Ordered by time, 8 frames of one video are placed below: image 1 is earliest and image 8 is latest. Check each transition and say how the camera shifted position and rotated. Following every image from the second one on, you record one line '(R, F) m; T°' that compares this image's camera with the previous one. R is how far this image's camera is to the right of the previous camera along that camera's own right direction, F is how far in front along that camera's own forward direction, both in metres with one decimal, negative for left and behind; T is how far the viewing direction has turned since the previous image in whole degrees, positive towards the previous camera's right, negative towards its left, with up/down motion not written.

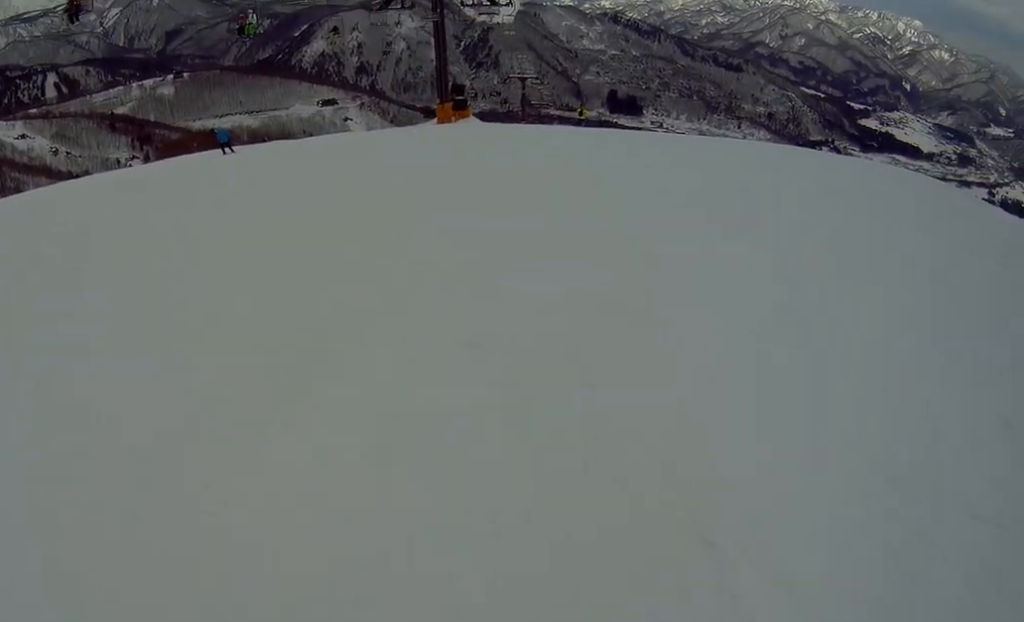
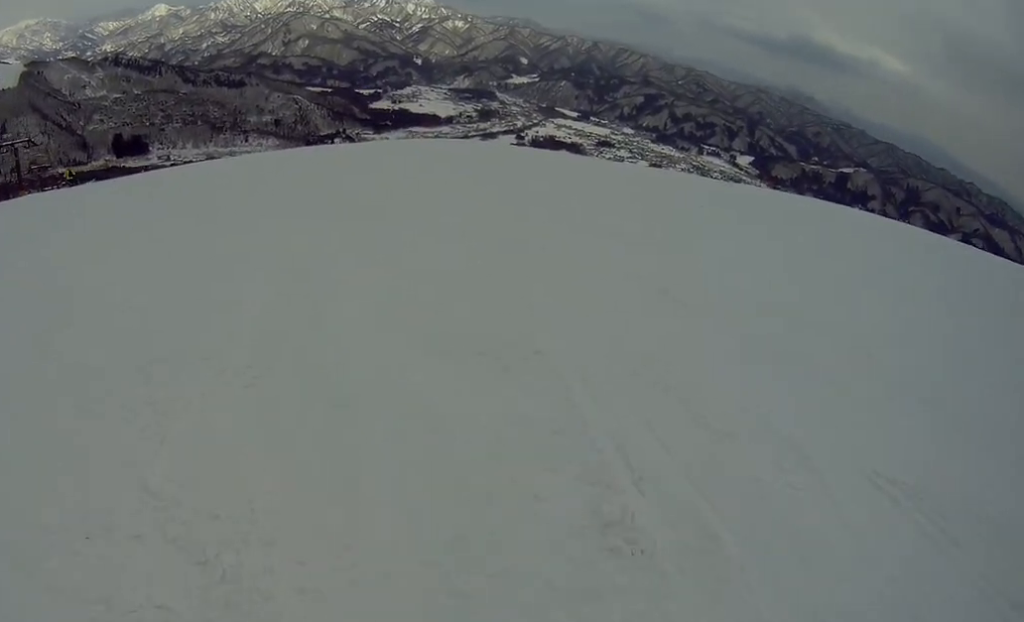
(+2.5, +9.1) m; +3°
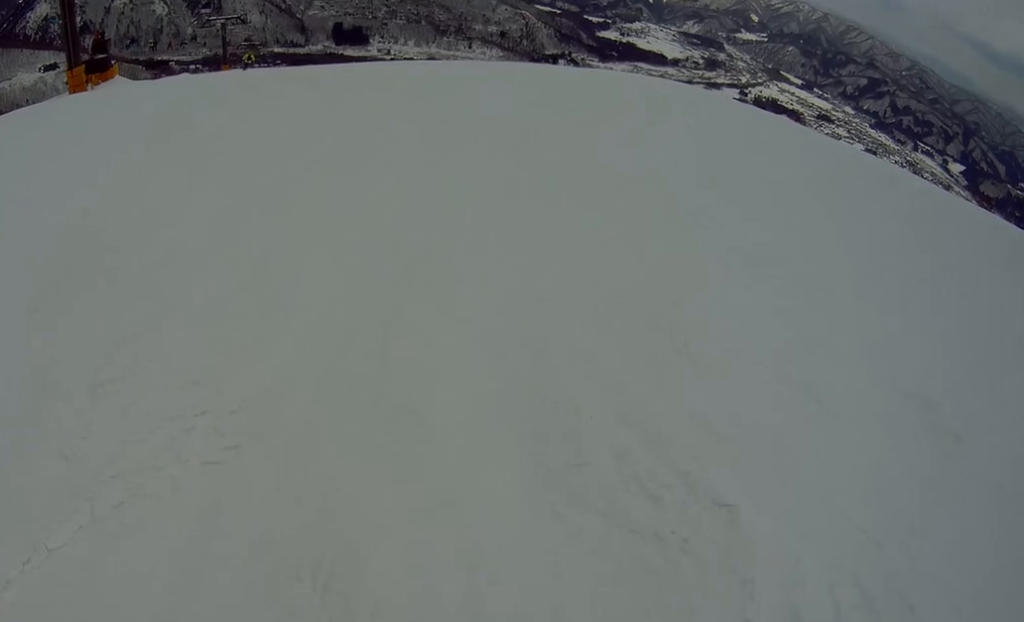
(-0.1, +2.3) m; +1°
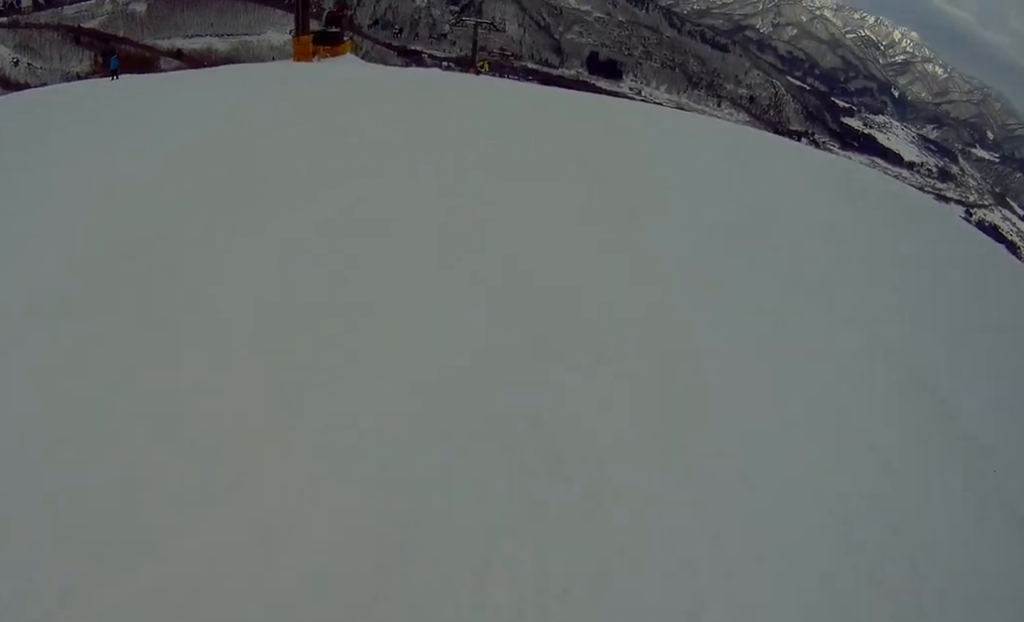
(-0.2, +2.3) m; +3°
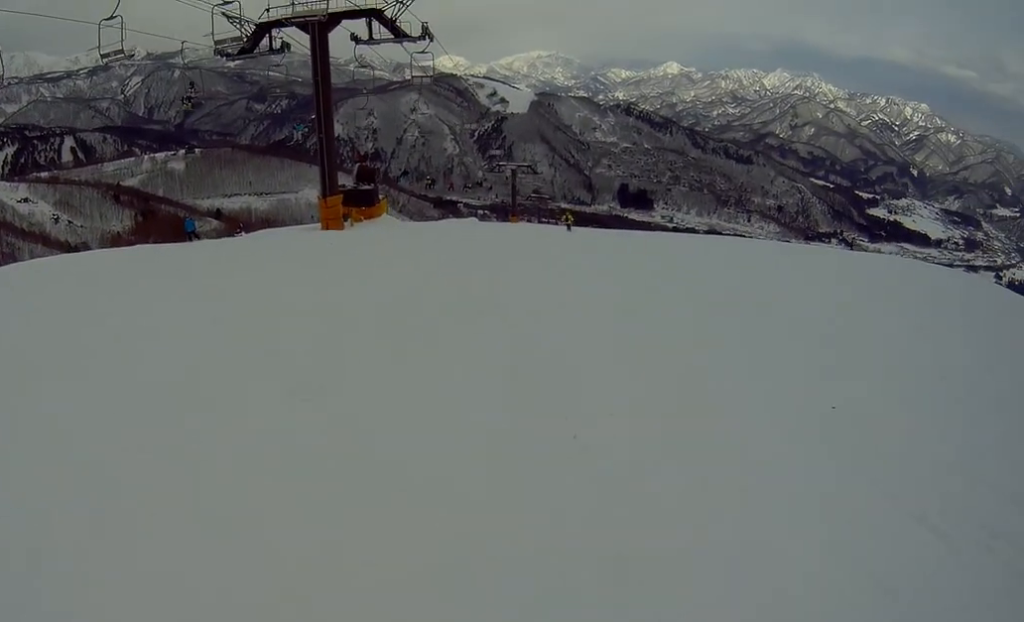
(+0.5, +6.4) m; +6°
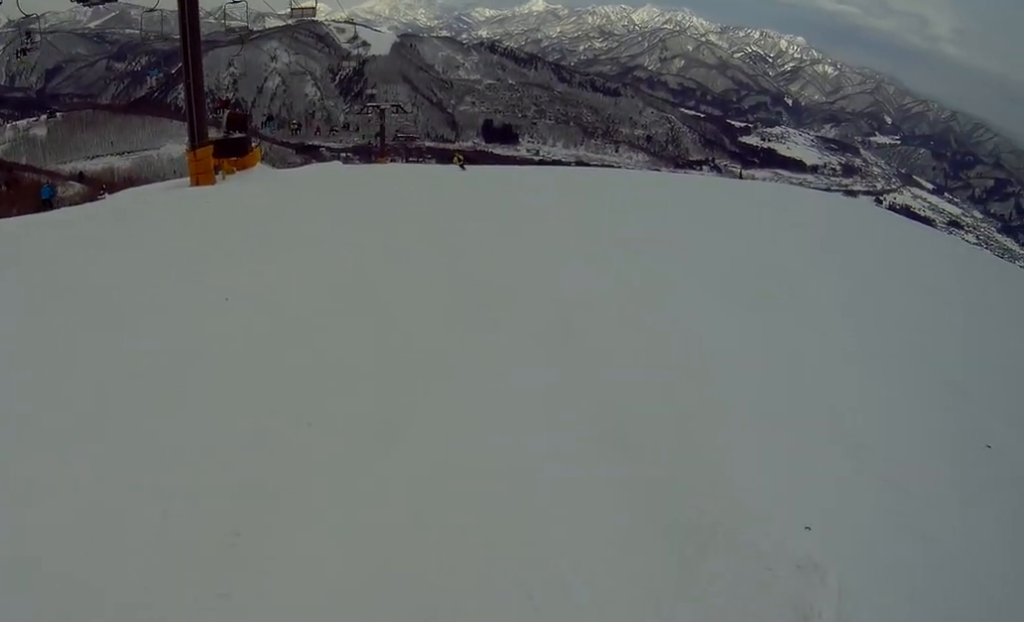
(-0.6, +2.9) m; +11°
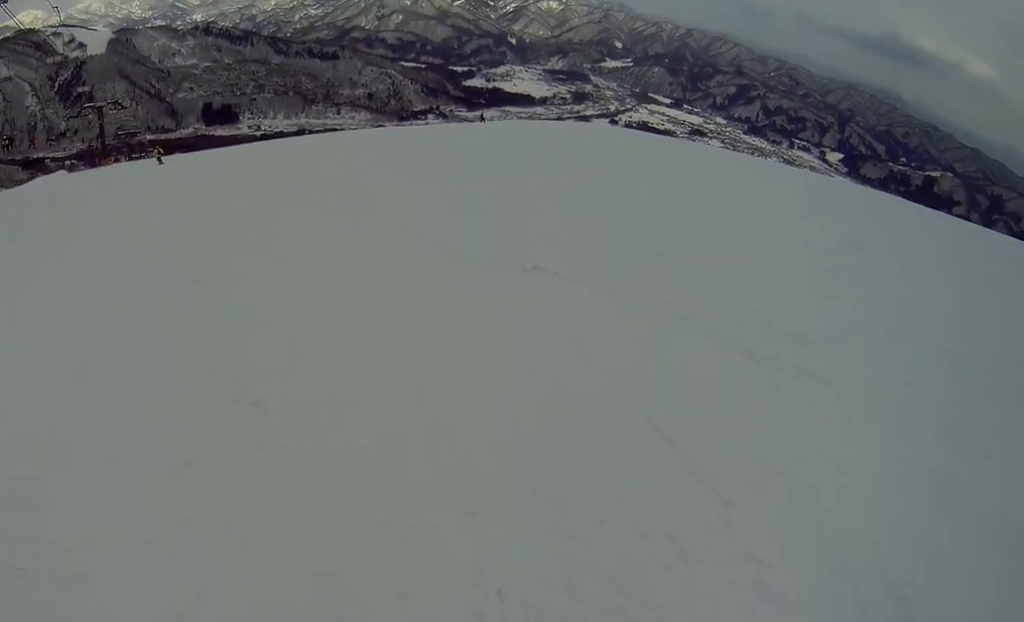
(+1.5, +4.0) m; +7°
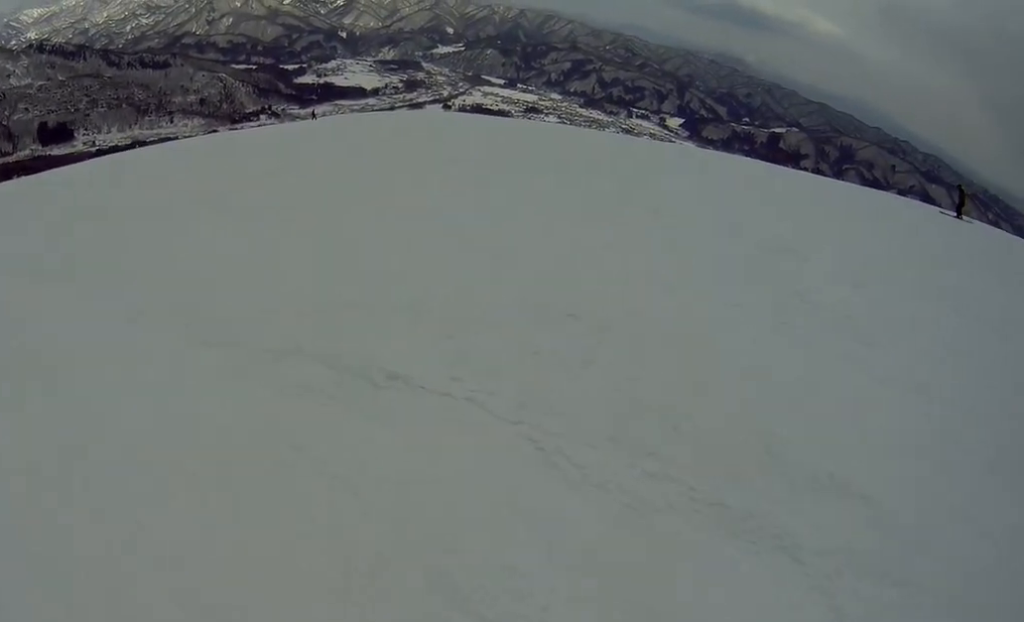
(-0.3, +2.4) m; -14°
